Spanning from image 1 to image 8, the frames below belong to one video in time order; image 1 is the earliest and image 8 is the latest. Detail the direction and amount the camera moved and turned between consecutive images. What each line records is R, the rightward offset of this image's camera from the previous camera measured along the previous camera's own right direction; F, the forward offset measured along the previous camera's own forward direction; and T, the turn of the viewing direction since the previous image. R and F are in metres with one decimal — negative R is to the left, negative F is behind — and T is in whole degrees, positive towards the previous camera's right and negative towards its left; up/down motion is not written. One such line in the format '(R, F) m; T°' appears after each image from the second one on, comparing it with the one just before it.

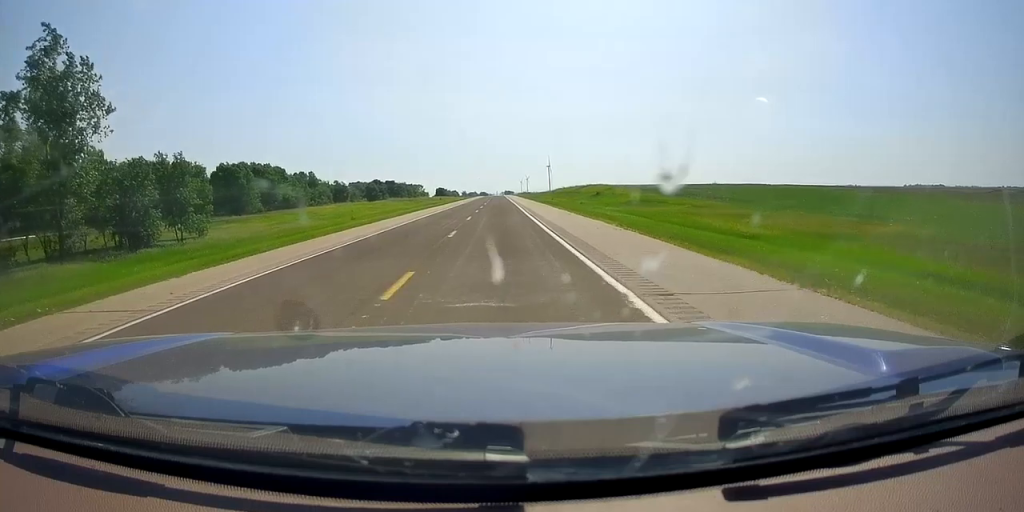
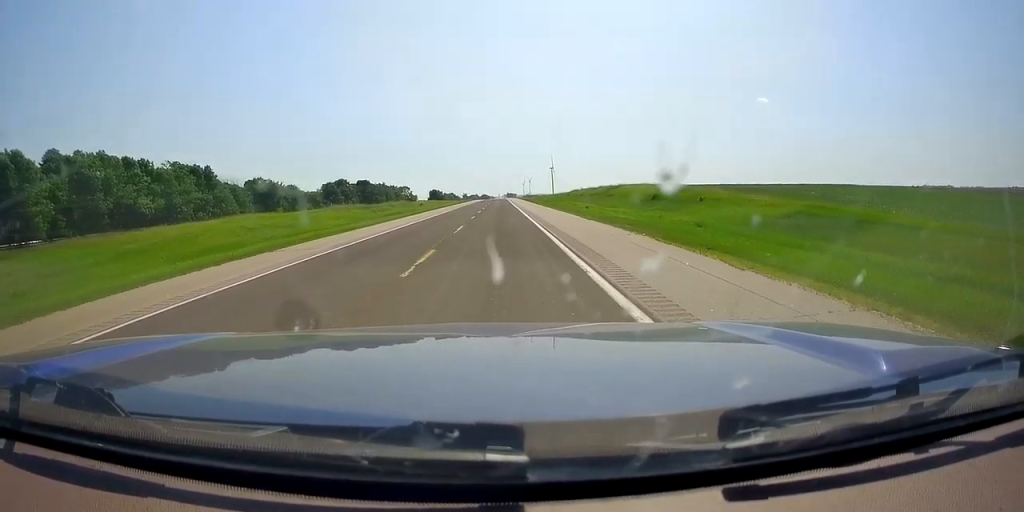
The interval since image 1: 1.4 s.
(-0.1, +43.9) m; 0°
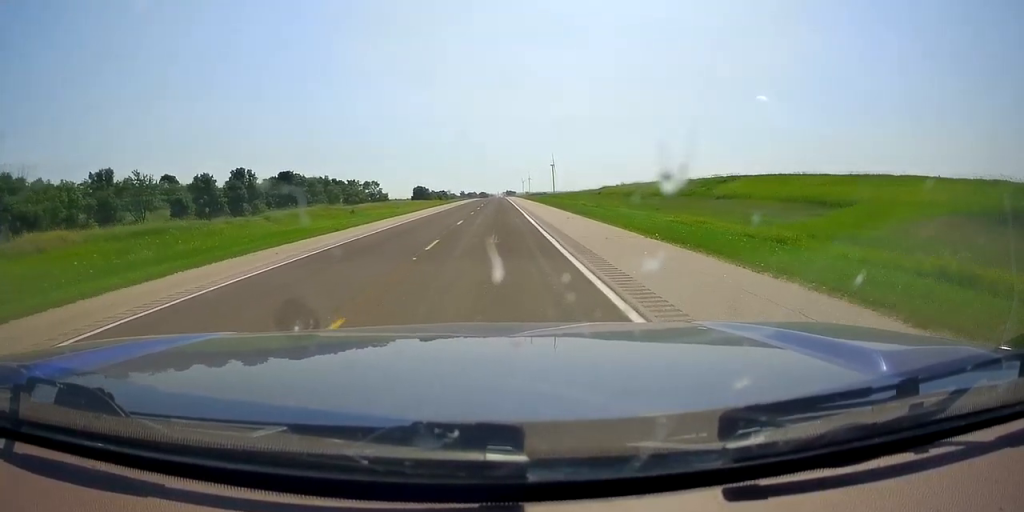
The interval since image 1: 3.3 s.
(0.0, +58.6) m; 0°
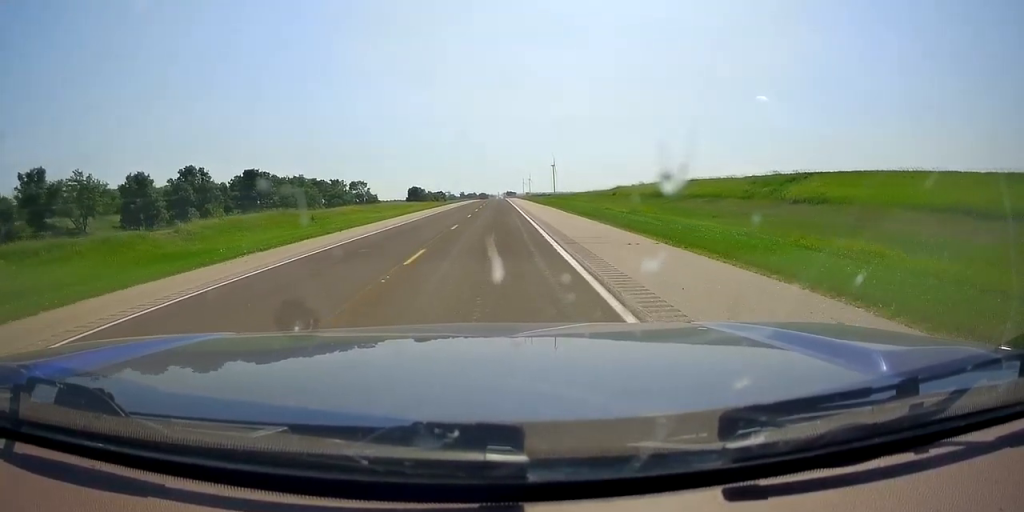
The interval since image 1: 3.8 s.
(0.0, +15.6) m; 0°
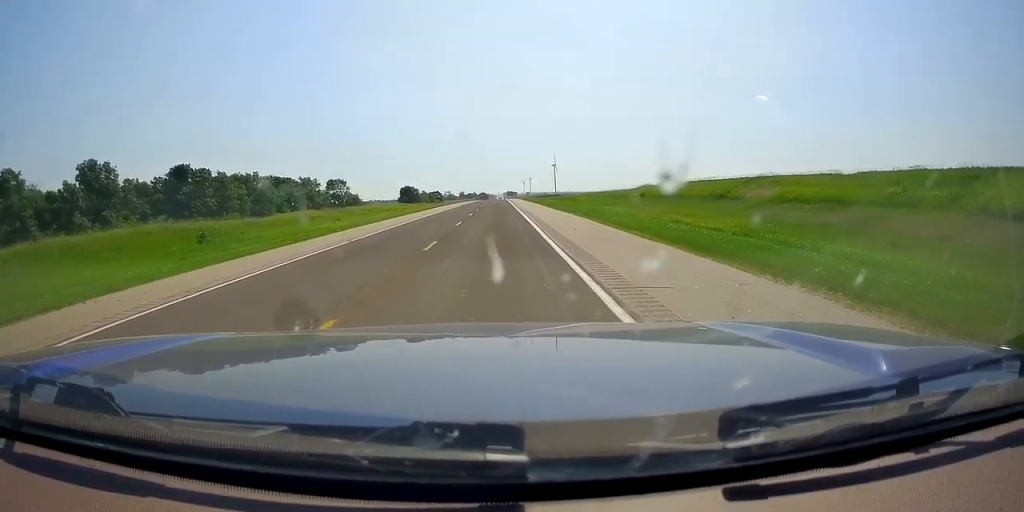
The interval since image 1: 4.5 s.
(+0.1, +21.3) m; -1°
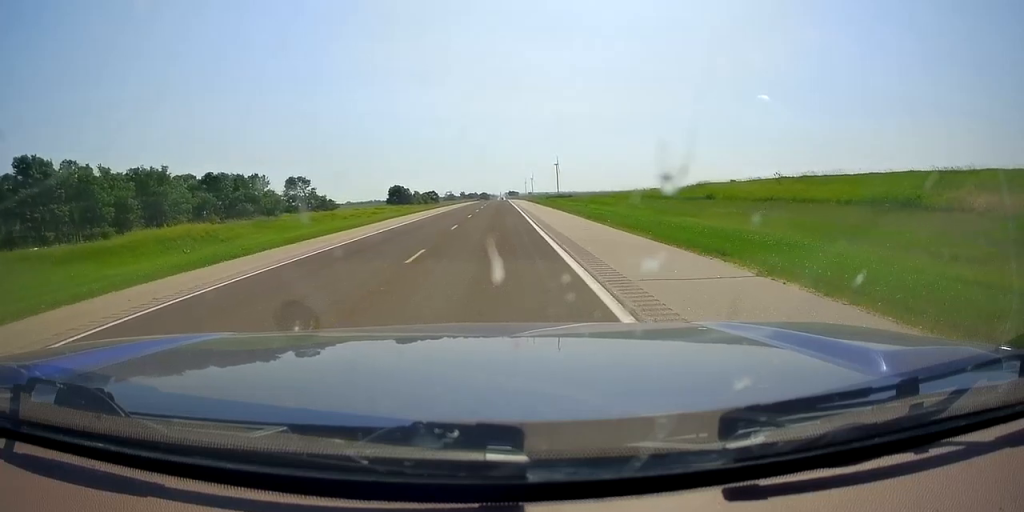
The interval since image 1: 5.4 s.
(-0.4, +27.6) m; 0°
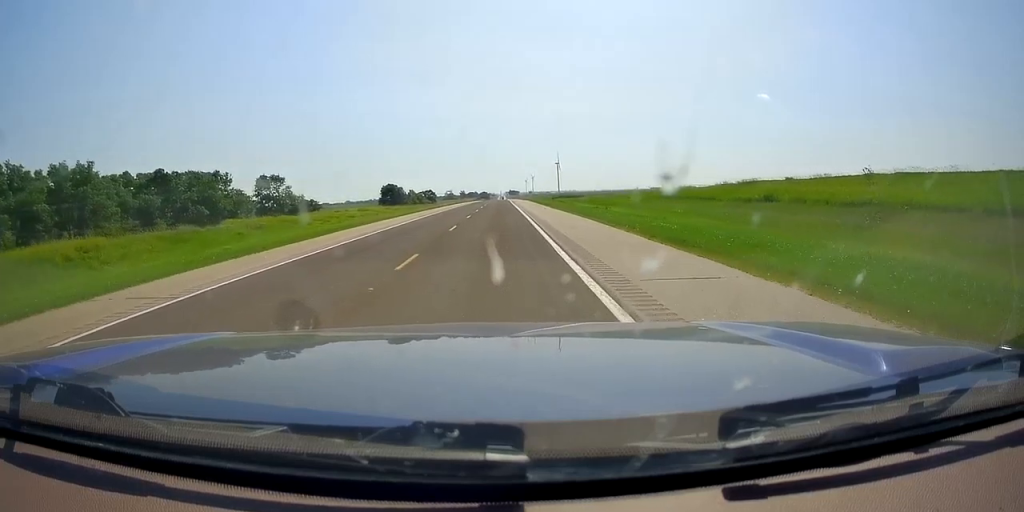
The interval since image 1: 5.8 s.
(0.0, +13.5) m; 0°
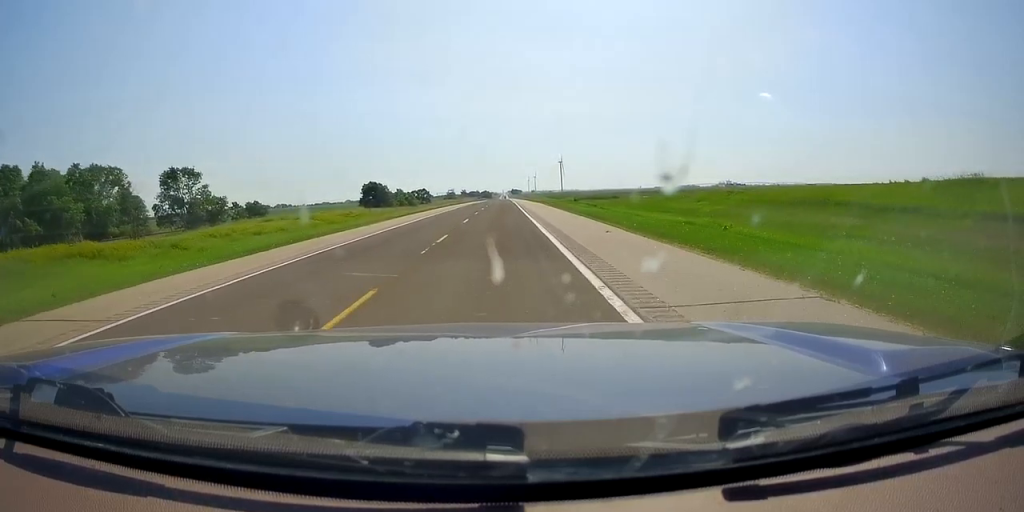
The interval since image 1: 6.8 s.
(+0.3, +30.0) m; +1°
